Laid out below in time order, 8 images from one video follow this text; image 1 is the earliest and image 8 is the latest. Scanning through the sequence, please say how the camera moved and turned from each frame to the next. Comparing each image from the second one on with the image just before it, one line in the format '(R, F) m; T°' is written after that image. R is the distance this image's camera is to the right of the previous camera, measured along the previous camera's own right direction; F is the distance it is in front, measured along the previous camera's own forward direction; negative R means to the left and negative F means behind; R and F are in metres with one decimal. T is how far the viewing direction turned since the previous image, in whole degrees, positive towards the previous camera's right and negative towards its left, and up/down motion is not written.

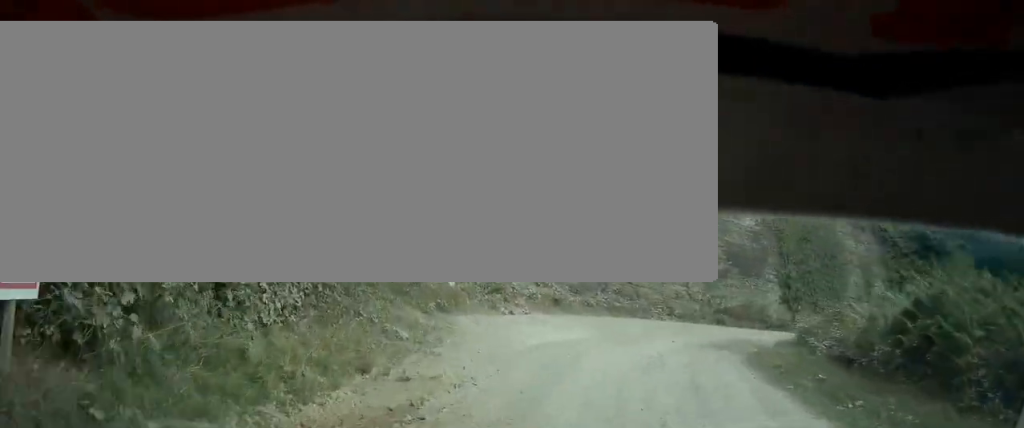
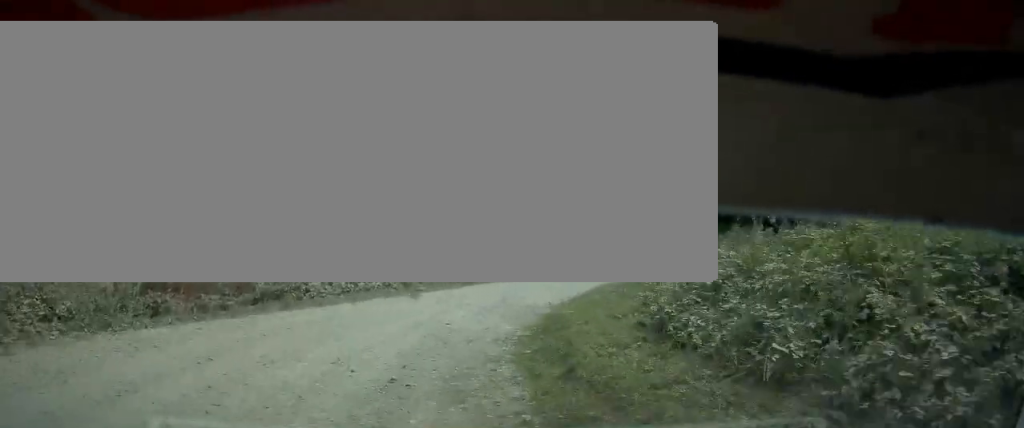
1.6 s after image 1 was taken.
(+11.3, +11.0) m; +90°
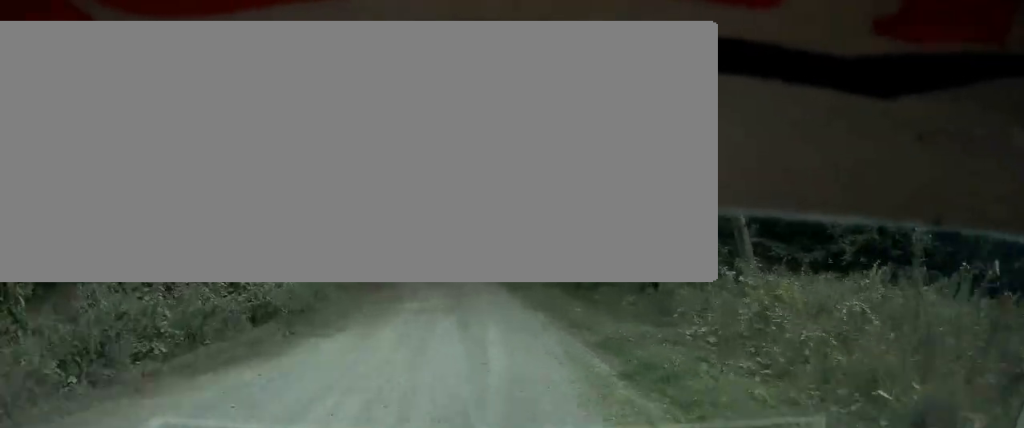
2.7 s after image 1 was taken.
(+5.6, +17.4) m; +18°
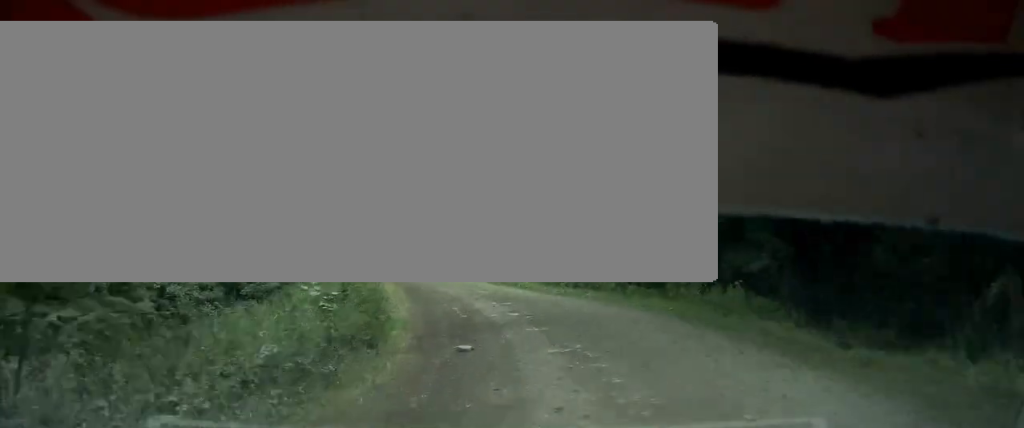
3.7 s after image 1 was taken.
(-0.1, +18.2) m; -1°
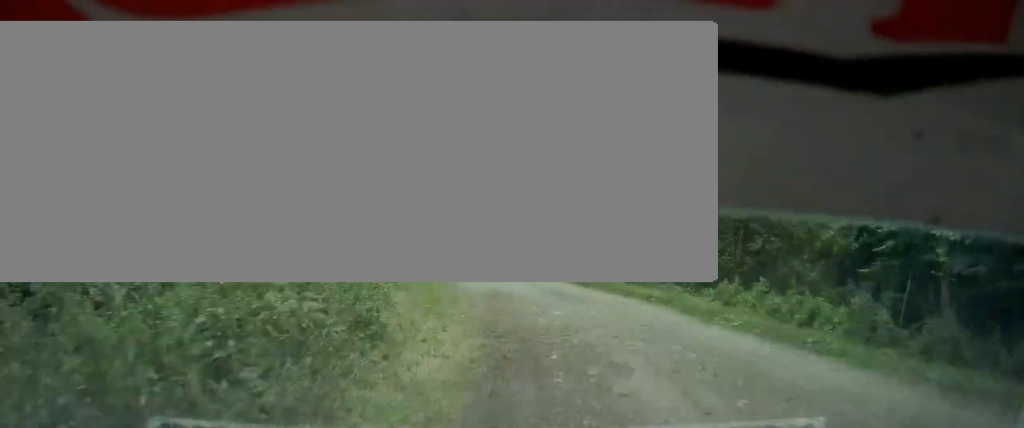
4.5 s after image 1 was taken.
(+0.1, +15.9) m; -4°
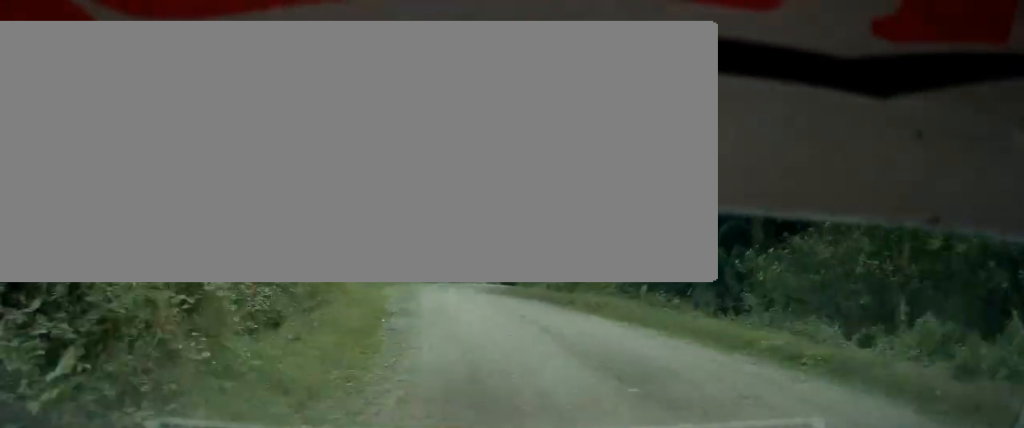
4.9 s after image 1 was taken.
(-0.6, +9.8) m; -3°
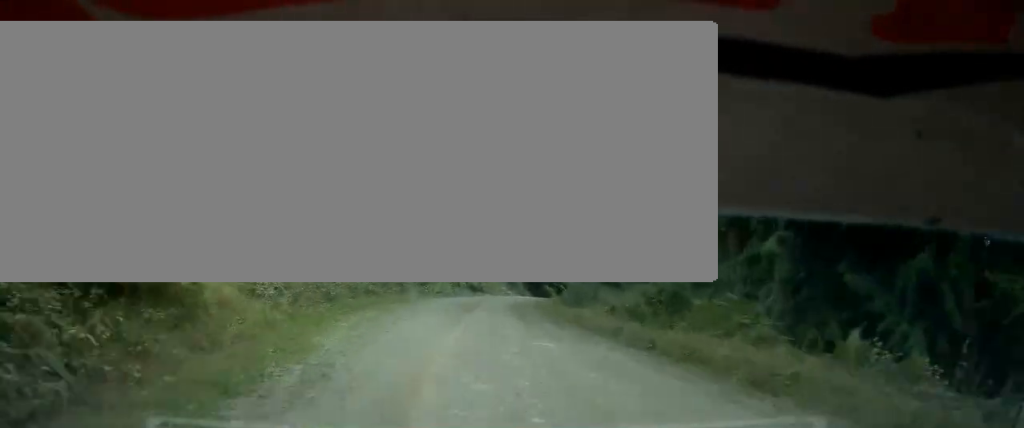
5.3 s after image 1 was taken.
(-0.3, +10.0) m; -3°
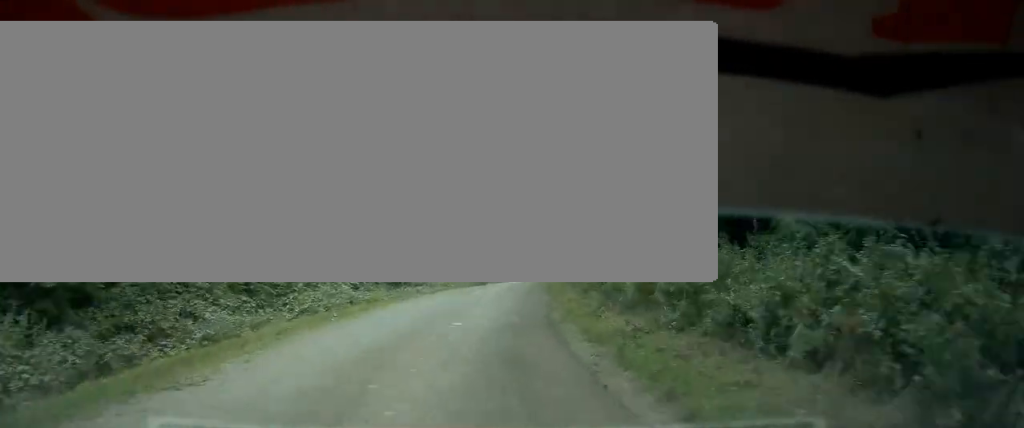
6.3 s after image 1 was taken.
(-0.9, +22.9) m; 0°
